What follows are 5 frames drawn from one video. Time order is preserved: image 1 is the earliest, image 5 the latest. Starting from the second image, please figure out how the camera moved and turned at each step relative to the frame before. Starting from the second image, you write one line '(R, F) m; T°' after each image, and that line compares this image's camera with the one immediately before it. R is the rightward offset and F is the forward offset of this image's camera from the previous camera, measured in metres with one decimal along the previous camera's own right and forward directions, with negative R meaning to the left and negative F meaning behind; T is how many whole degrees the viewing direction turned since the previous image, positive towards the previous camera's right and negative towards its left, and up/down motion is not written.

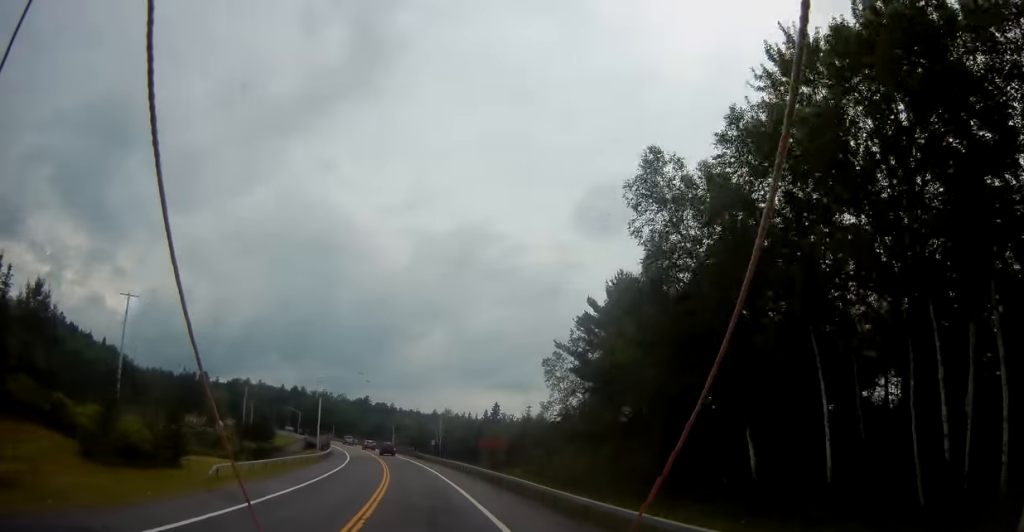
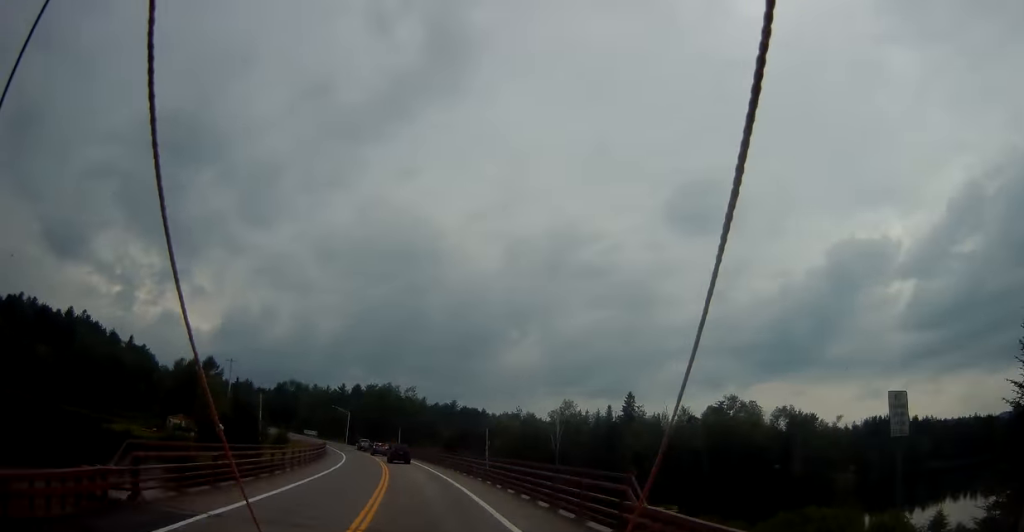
(-5.7, +68.3) m; -9°
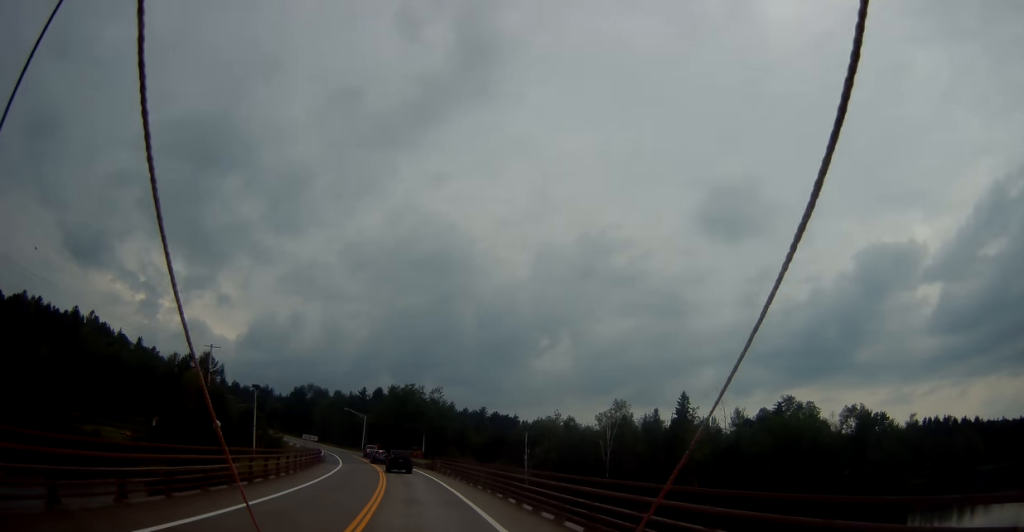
(-0.4, +20.9) m; -2°
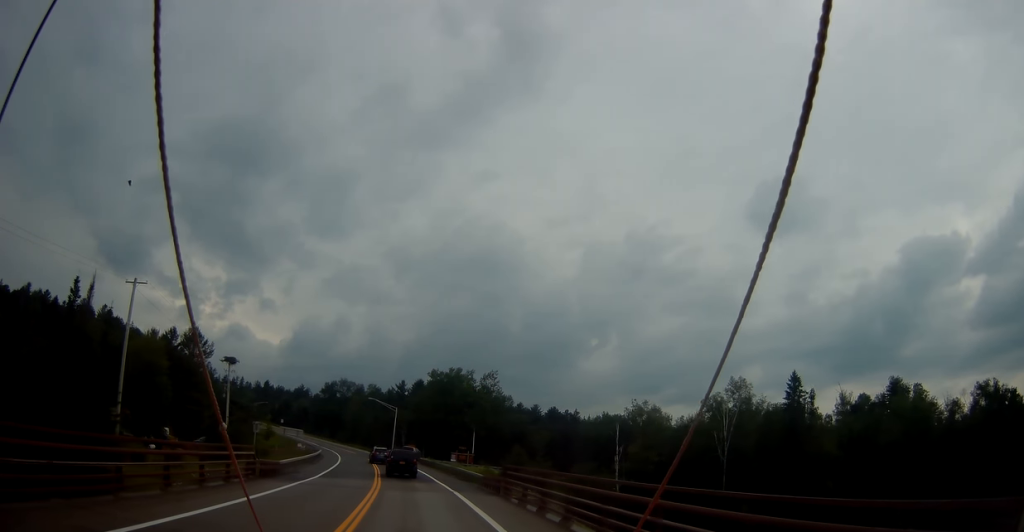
(-1.9, +32.3) m; -6°
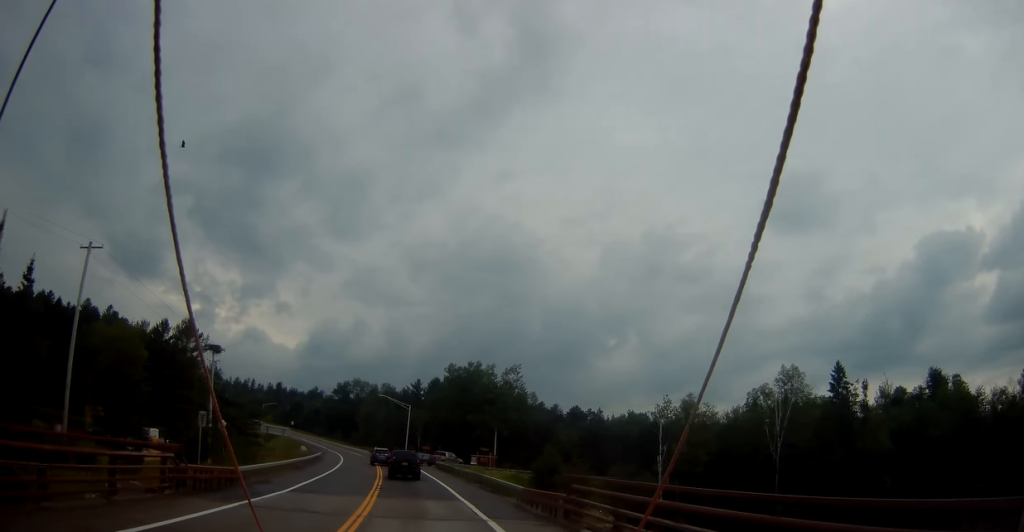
(+0.1, +10.1) m; -1°
